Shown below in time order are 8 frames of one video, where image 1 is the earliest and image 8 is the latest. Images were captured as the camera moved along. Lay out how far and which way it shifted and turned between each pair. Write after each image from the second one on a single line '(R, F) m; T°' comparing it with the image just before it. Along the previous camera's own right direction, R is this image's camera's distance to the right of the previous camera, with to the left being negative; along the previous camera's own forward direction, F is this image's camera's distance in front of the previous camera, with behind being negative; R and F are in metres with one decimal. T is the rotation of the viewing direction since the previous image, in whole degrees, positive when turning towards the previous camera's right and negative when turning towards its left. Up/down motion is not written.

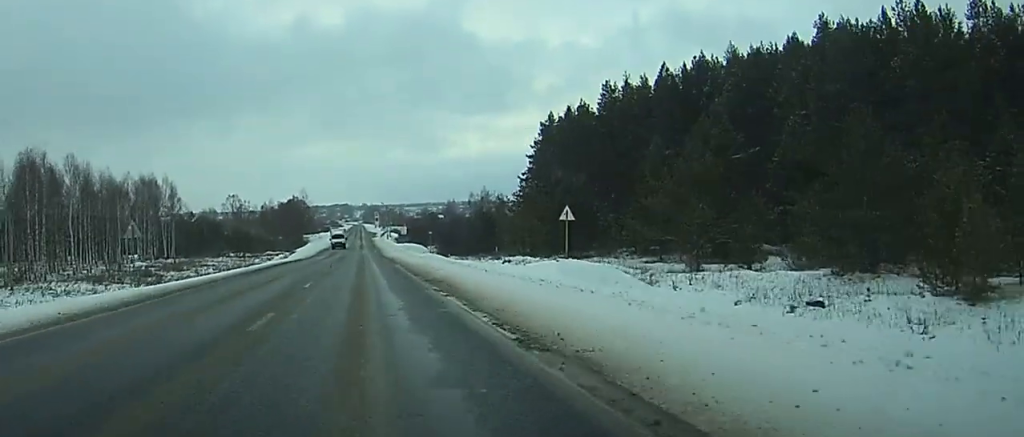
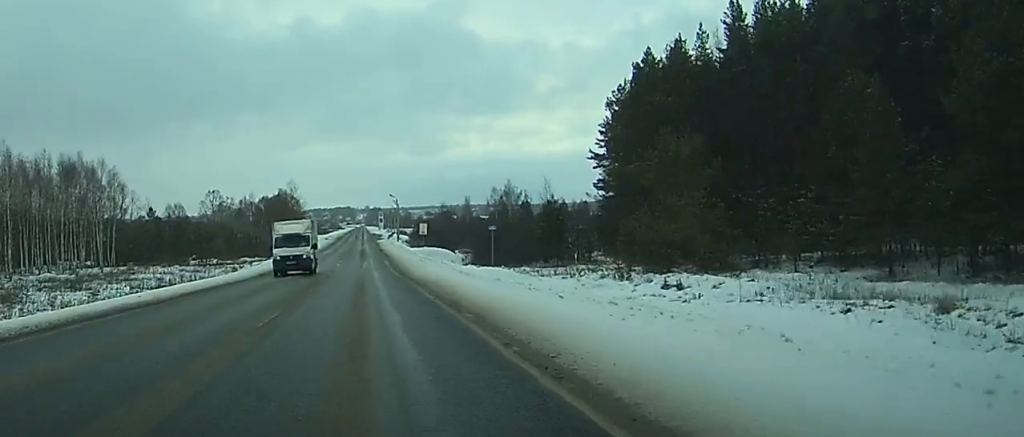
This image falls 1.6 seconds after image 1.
(0.0, +46.1) m; 0°
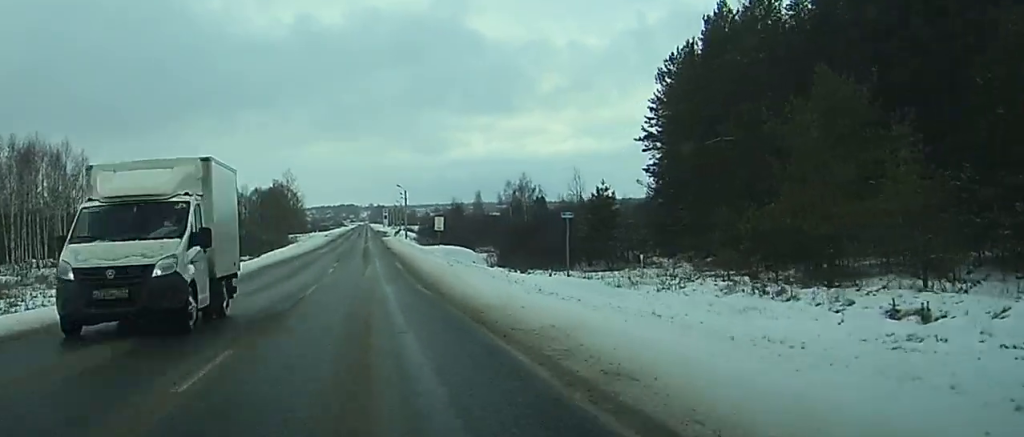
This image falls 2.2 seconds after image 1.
(0.0, +18.5) m; 0°
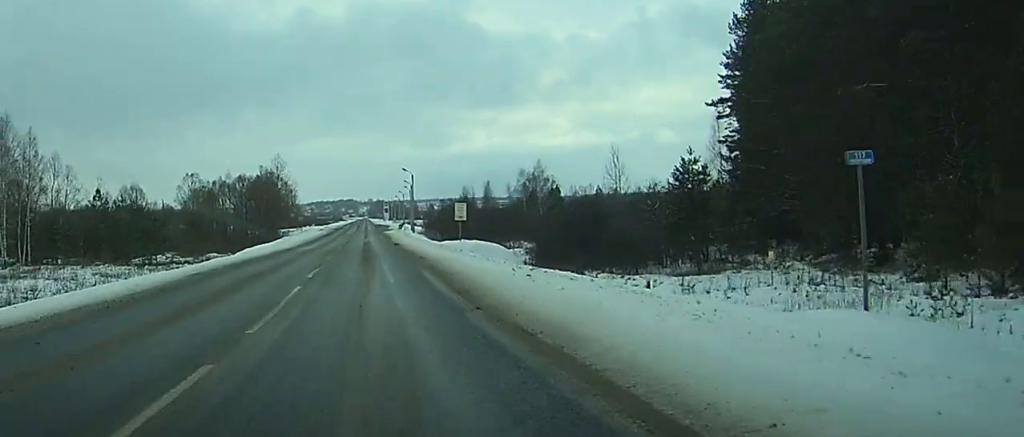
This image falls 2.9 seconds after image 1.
(0.0, +20.5) m; 0°
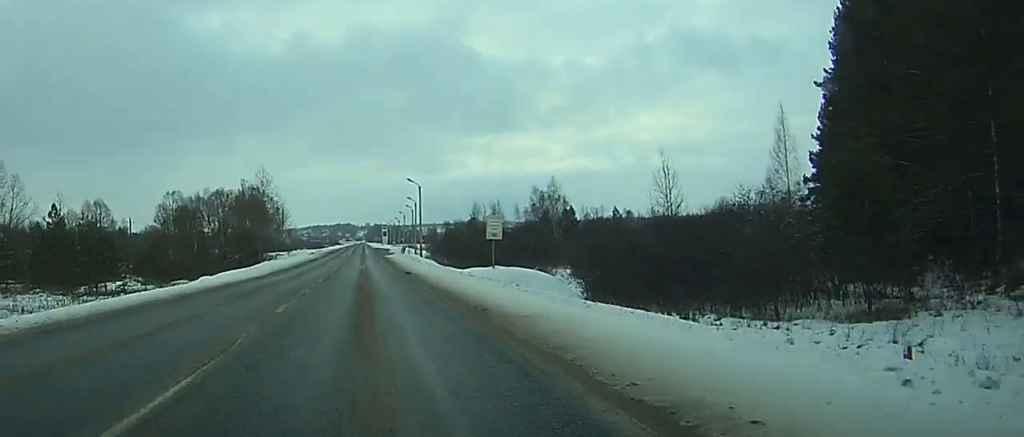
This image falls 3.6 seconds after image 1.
(0.0, +19.6) m; 0°
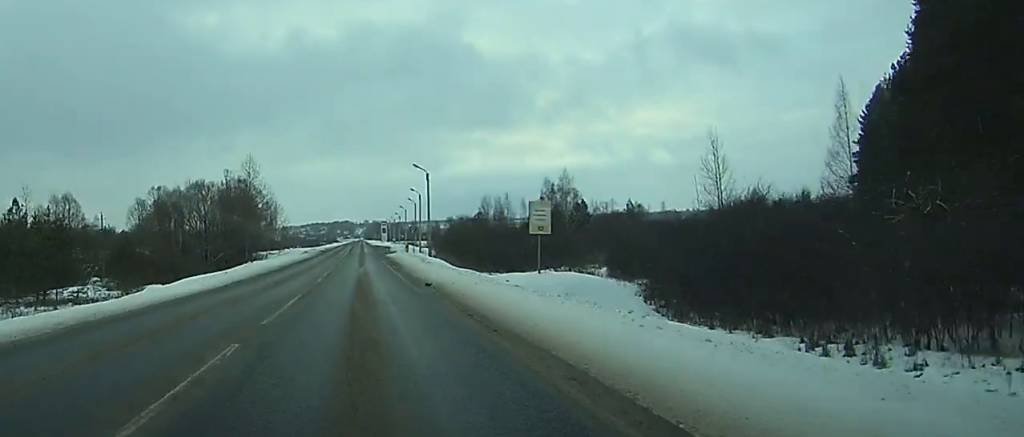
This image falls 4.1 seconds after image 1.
(0.0, +13.8) m; 0°
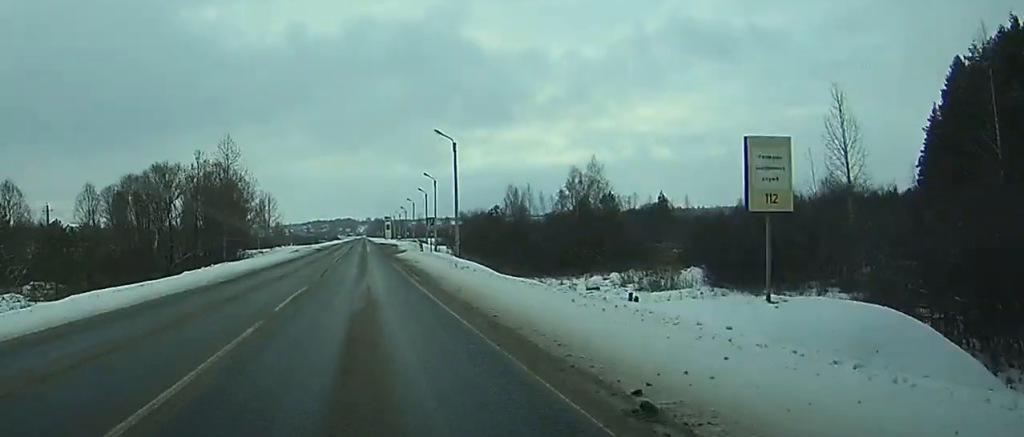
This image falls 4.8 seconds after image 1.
(0.0, +21.7) m; 0°
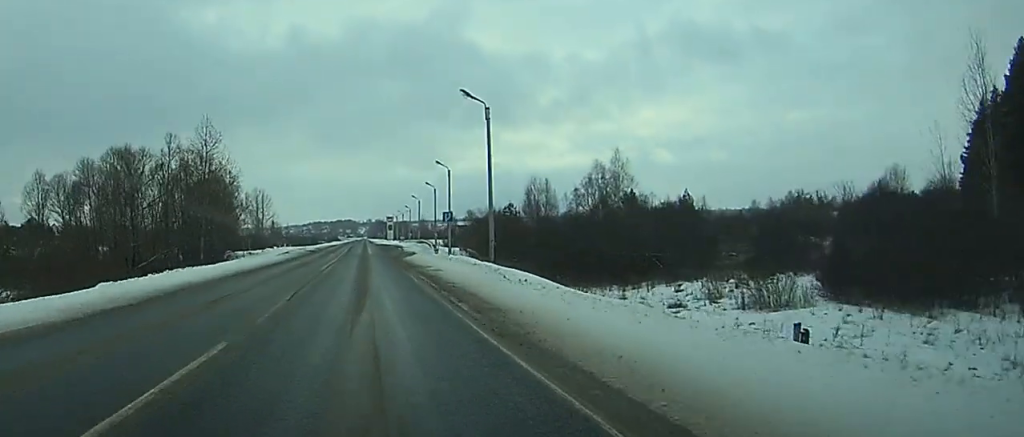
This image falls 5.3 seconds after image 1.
(0.0, +14.8) m; 0°
